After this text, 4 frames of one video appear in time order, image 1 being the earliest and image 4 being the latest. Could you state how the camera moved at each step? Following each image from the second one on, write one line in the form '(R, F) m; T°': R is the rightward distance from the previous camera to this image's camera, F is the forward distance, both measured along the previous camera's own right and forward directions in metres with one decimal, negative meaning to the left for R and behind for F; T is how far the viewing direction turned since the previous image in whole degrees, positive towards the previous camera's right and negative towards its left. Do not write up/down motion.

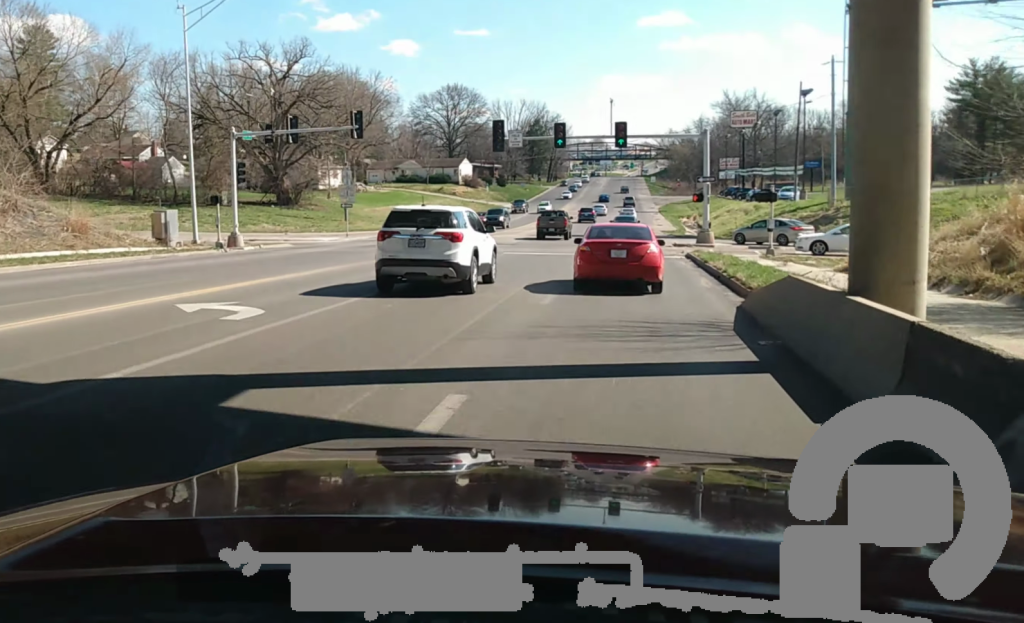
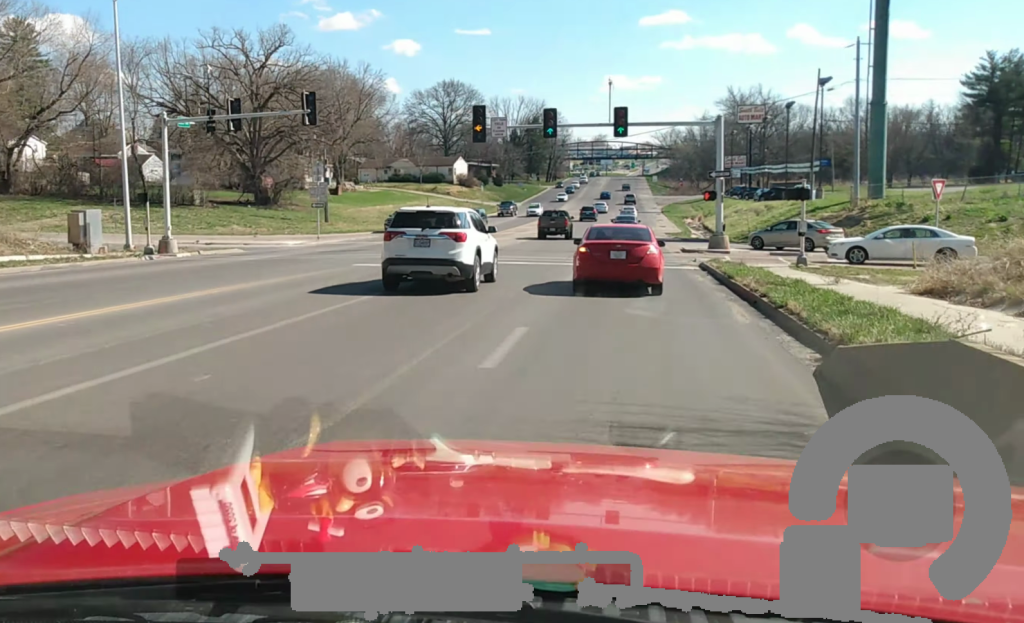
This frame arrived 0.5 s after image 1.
(+0.2, +7.0) m; 0°
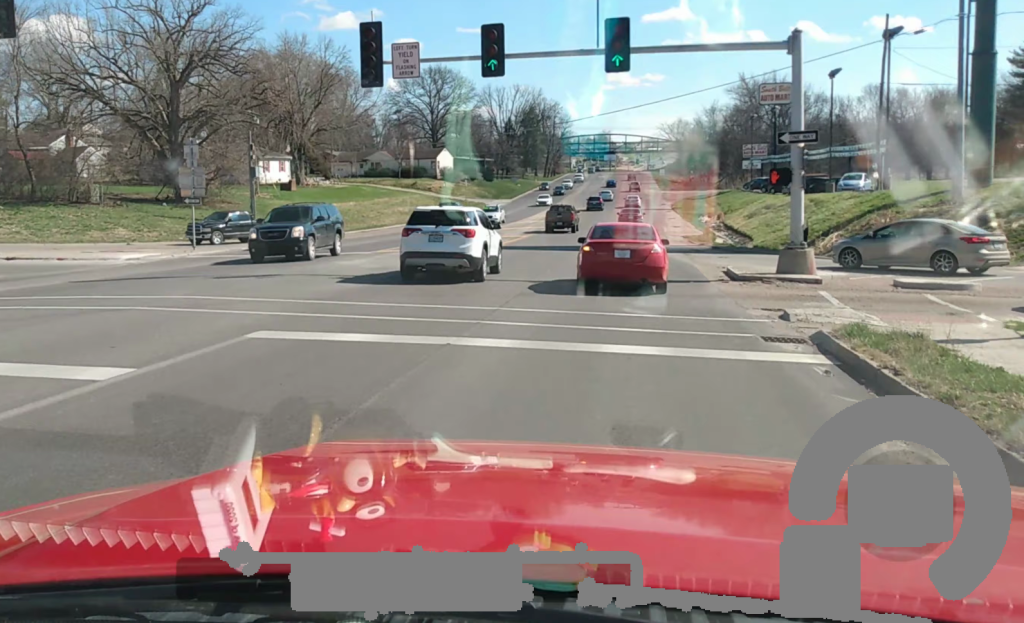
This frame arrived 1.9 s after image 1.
(-0.3, +19.5) m; -2°
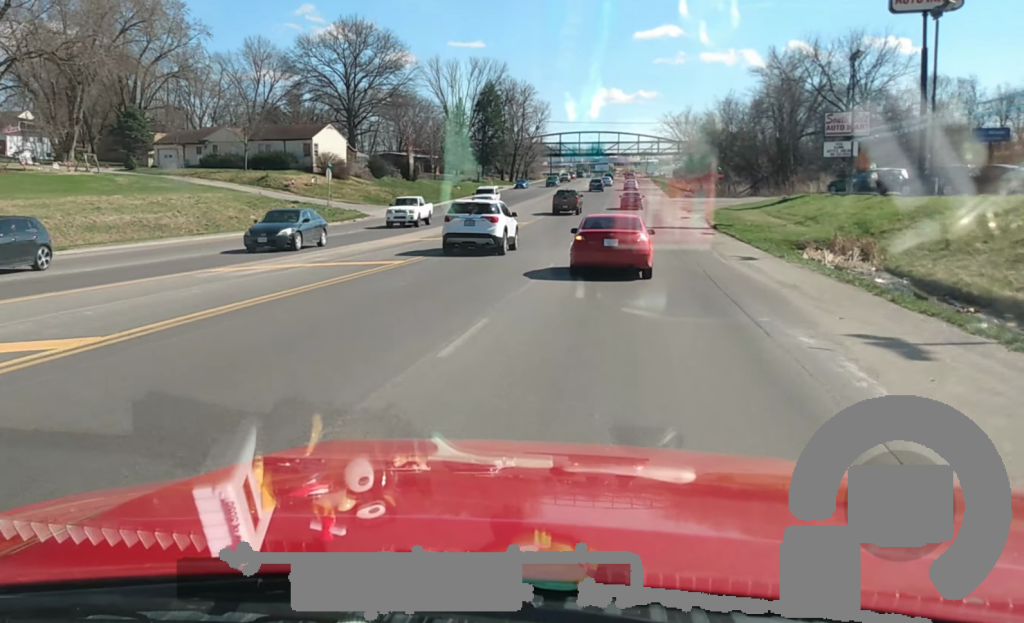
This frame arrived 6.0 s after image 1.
(-0.7, +61.4) m; +1°
